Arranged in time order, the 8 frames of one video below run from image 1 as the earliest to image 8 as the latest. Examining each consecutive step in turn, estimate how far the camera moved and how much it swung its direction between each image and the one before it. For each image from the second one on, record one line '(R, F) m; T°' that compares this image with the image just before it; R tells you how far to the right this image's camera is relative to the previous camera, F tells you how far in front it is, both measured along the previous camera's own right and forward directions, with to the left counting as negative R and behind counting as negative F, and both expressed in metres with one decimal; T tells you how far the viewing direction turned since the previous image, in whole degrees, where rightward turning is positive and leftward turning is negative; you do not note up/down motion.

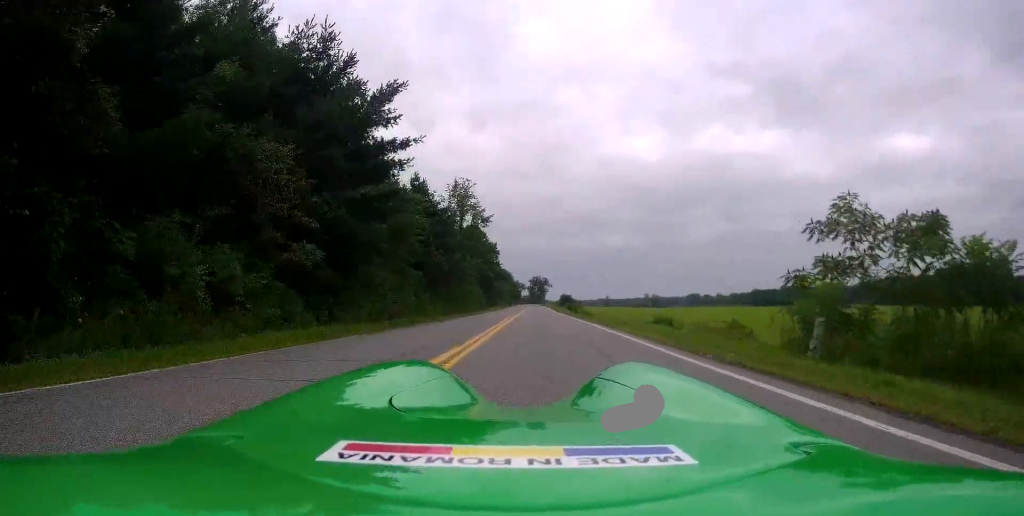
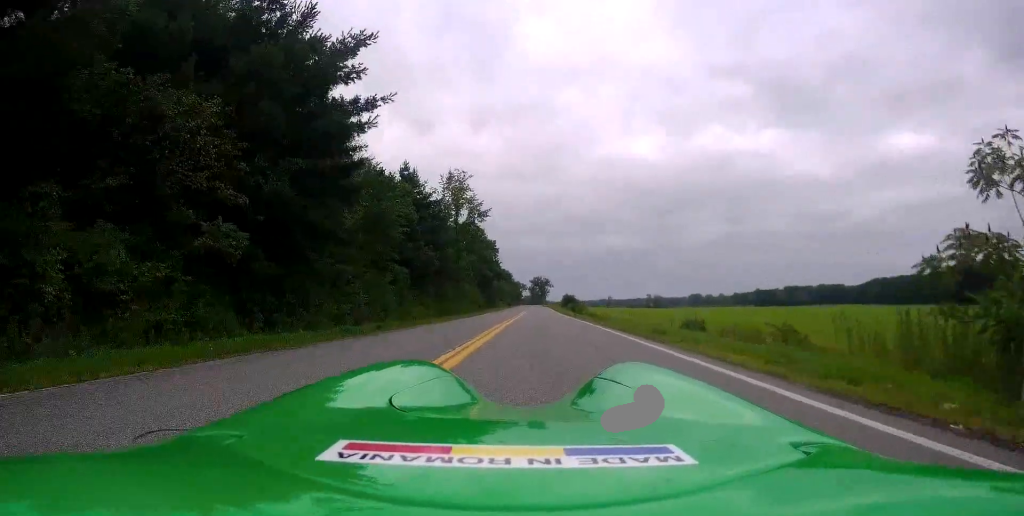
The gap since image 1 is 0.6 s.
(+0.1, +6.1) m; +2°
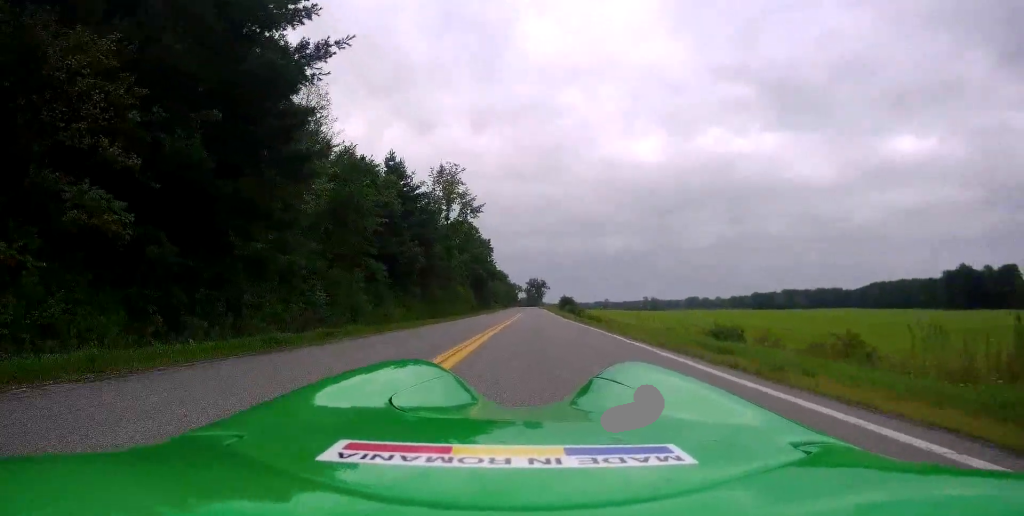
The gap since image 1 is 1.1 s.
(+0.1, +5.2) m; +1°
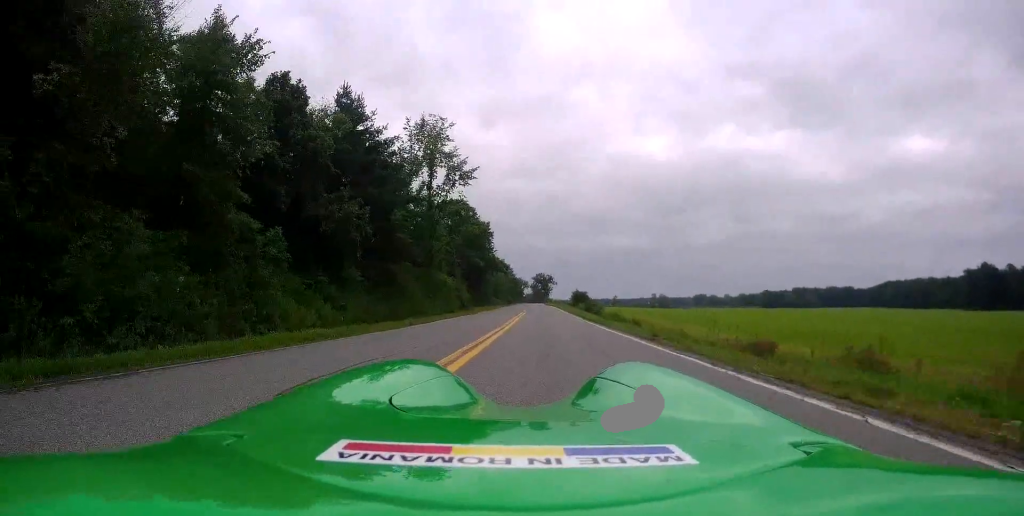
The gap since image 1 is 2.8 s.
(0.0, +17.0) m; -1°
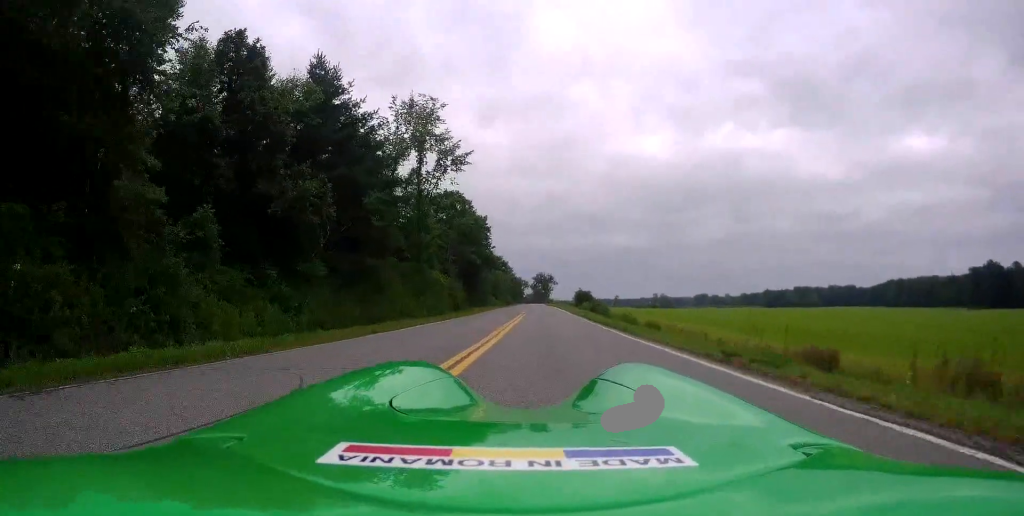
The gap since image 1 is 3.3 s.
(-0.2, +5.5) m; 0°
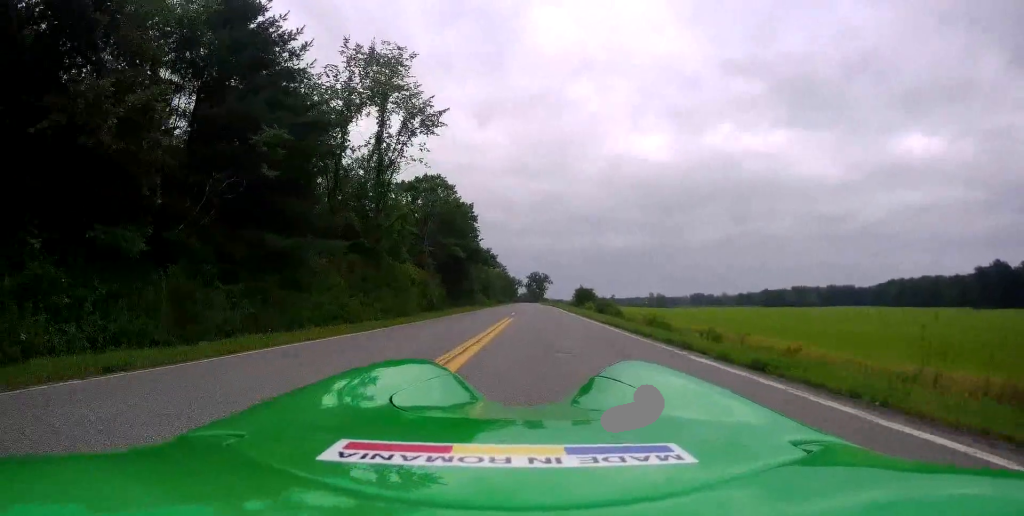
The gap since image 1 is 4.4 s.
(+0.3, +11.2) m; 0°
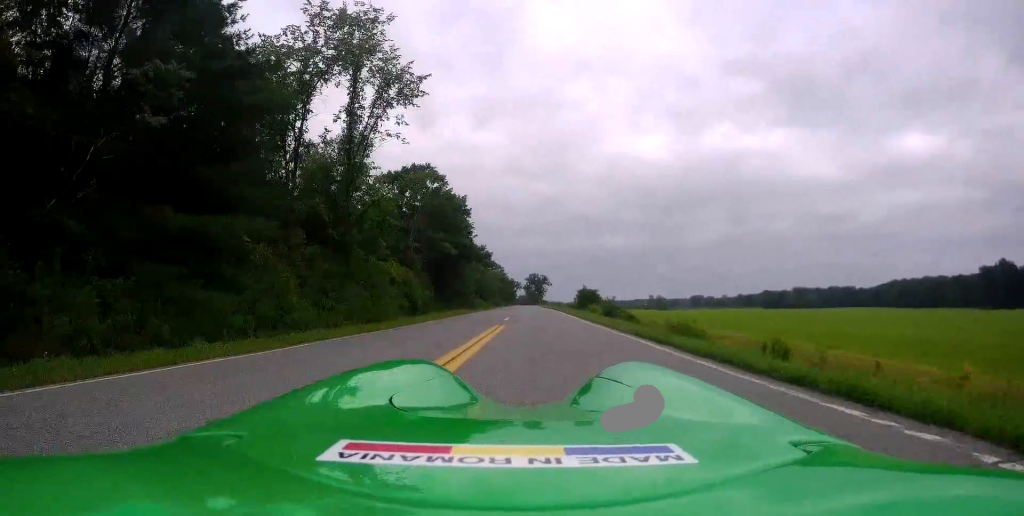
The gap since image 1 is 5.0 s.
(-0.2, +5.8) m; 0°
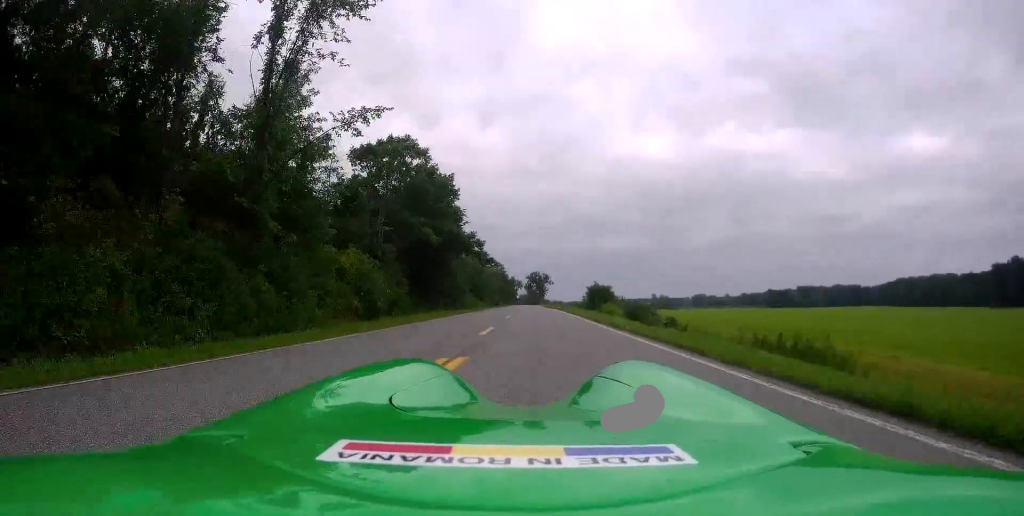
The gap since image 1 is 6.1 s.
(+0.1, +11.3) m; -1°
